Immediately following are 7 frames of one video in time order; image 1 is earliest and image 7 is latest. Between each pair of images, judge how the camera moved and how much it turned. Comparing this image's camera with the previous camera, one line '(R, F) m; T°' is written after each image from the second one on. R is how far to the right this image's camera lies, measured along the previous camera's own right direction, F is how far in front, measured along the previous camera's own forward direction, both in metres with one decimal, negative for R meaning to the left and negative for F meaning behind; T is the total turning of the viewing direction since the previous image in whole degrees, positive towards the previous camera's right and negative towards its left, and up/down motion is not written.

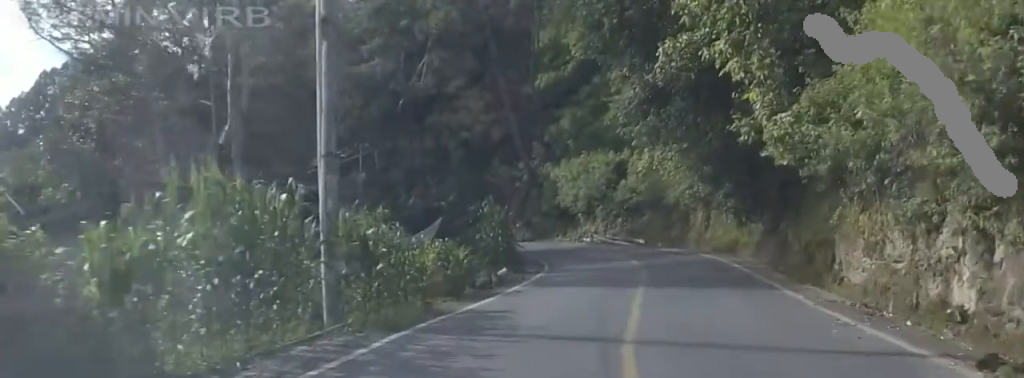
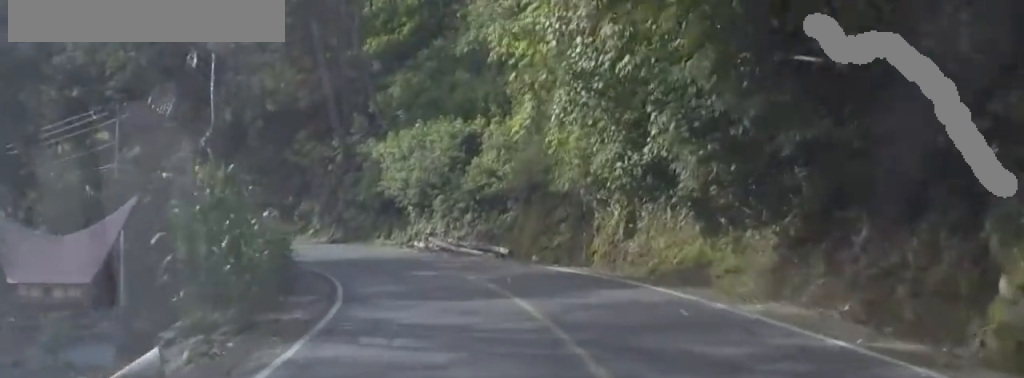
(0.0, +18.6) m; 0°
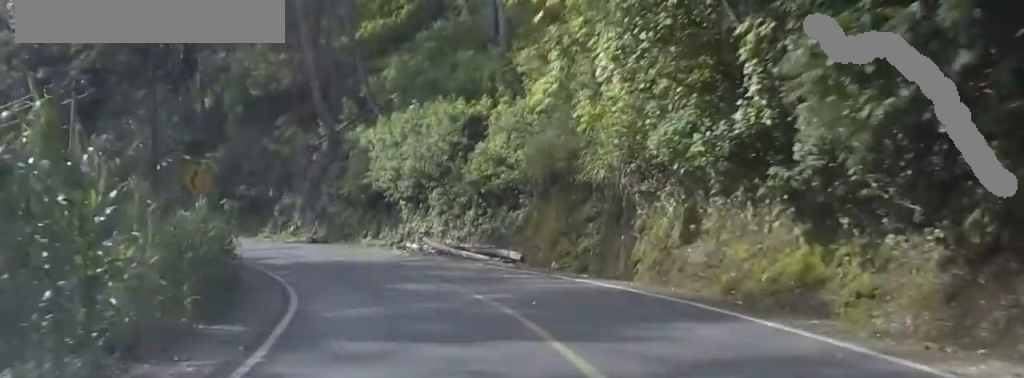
(0.0, +6.5) m; -3°
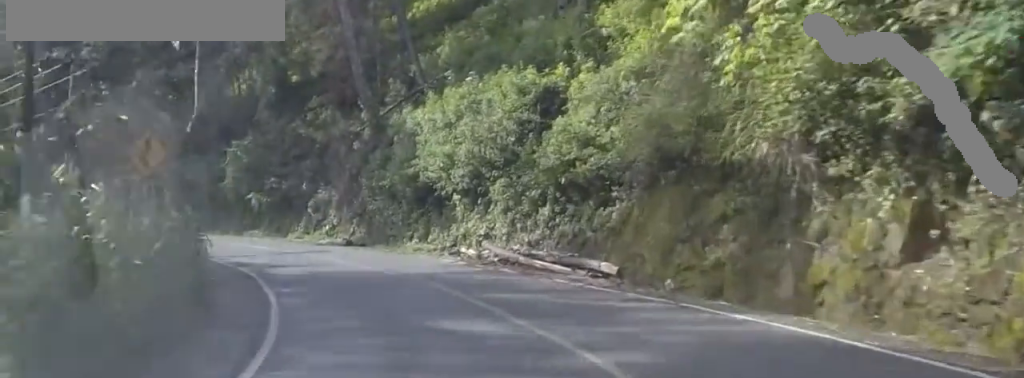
(+0.1, +7.5) m; -4°
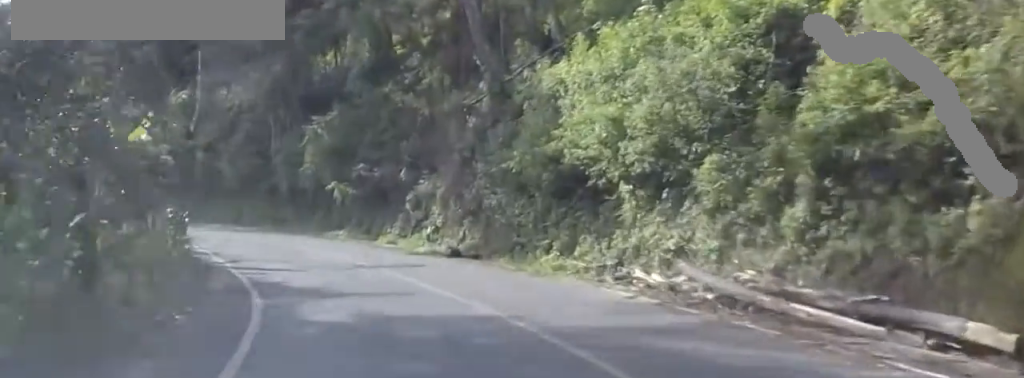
(-1.1, +11.0) m; -6°
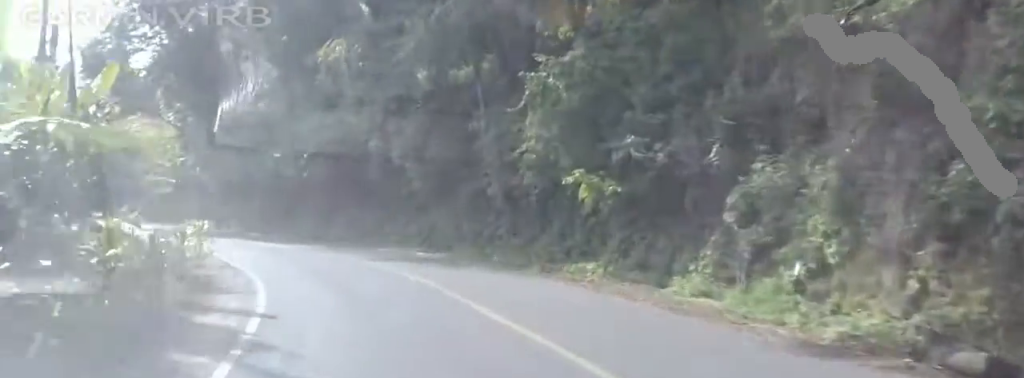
(-1.6, +16.8) m; -11°
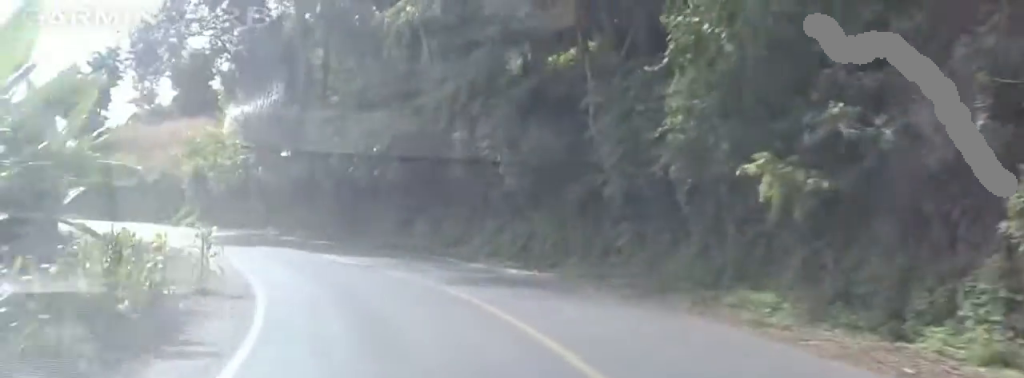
(-0.7, +6.3) m; -3°
